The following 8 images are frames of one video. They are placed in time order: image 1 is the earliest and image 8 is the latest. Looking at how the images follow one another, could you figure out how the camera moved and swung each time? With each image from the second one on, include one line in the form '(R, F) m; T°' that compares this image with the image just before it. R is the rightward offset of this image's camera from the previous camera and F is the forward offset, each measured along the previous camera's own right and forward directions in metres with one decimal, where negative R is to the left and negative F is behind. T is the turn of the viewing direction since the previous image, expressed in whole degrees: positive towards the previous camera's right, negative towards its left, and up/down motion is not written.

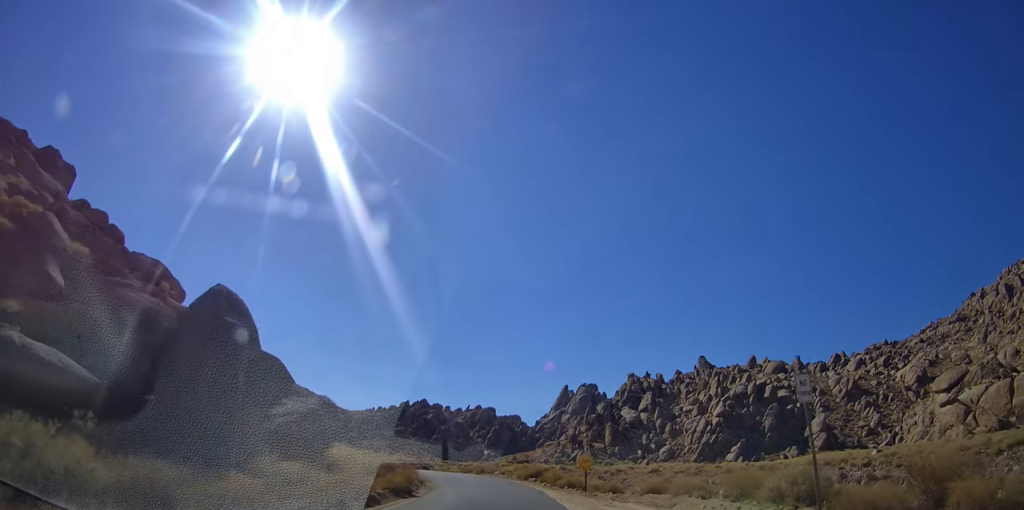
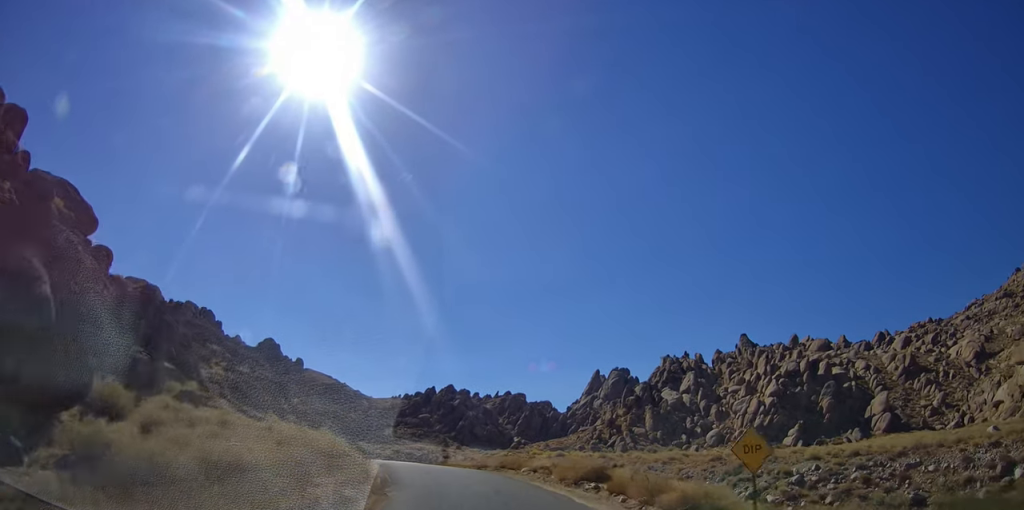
(+0.3, +15.3) m; +2°
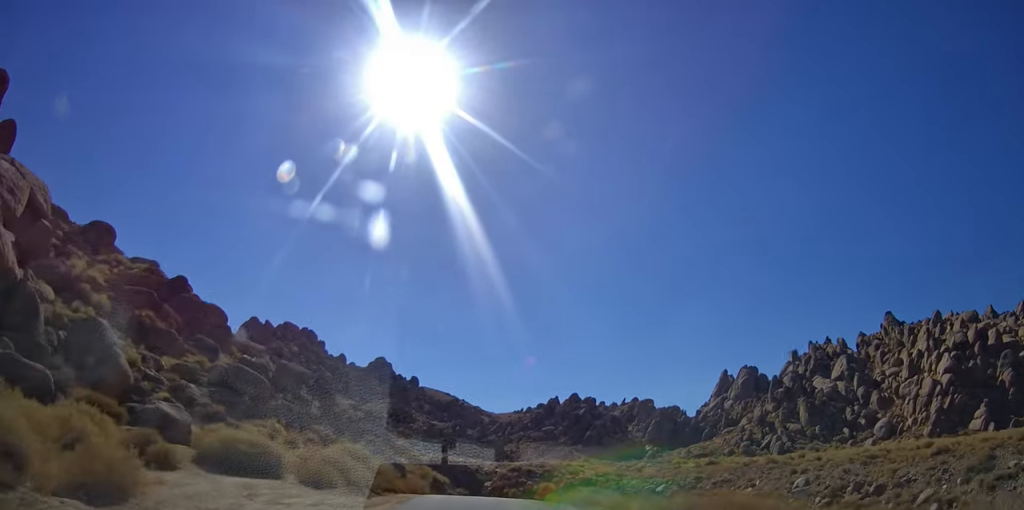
(-0.9, +22.3) m; -7°
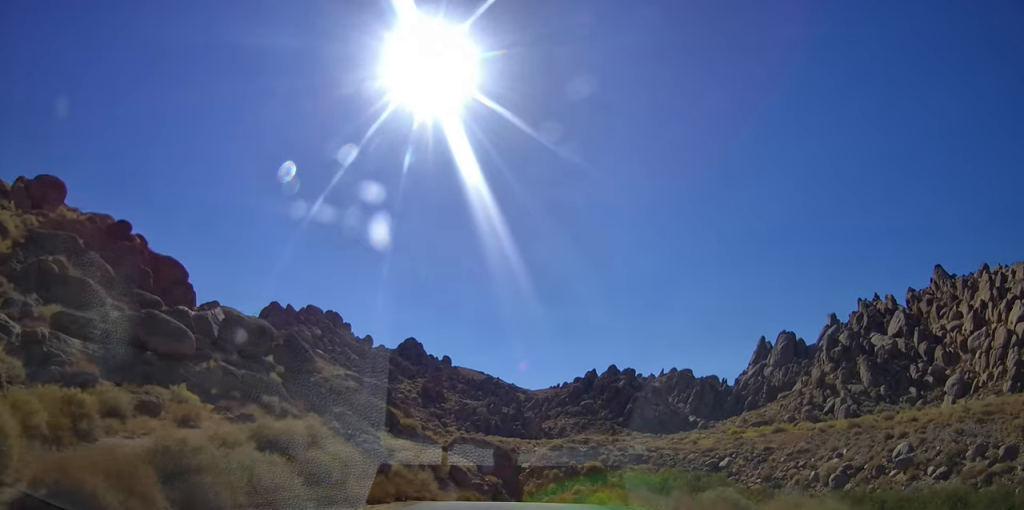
(-0.8, +13.0) m; -6°
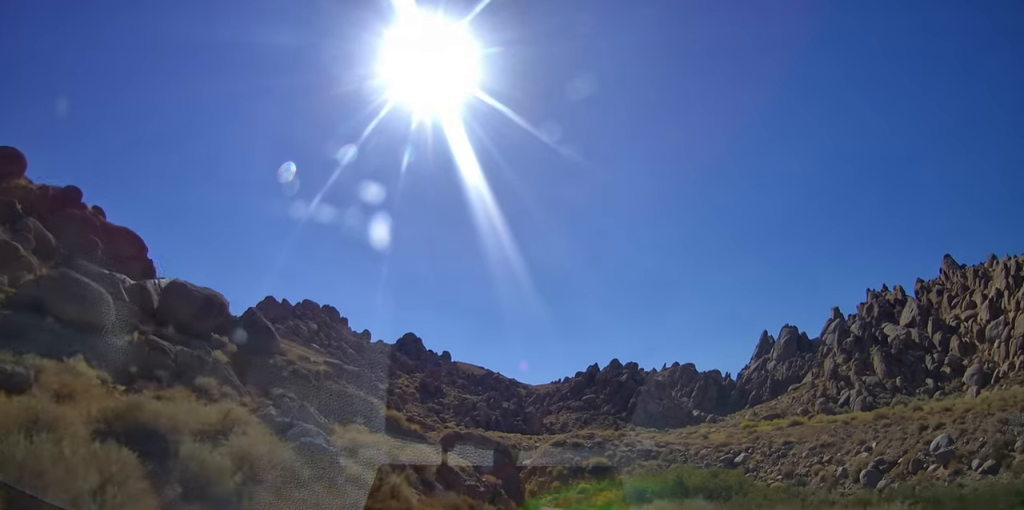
(-0.1, +6.1) m; -2°
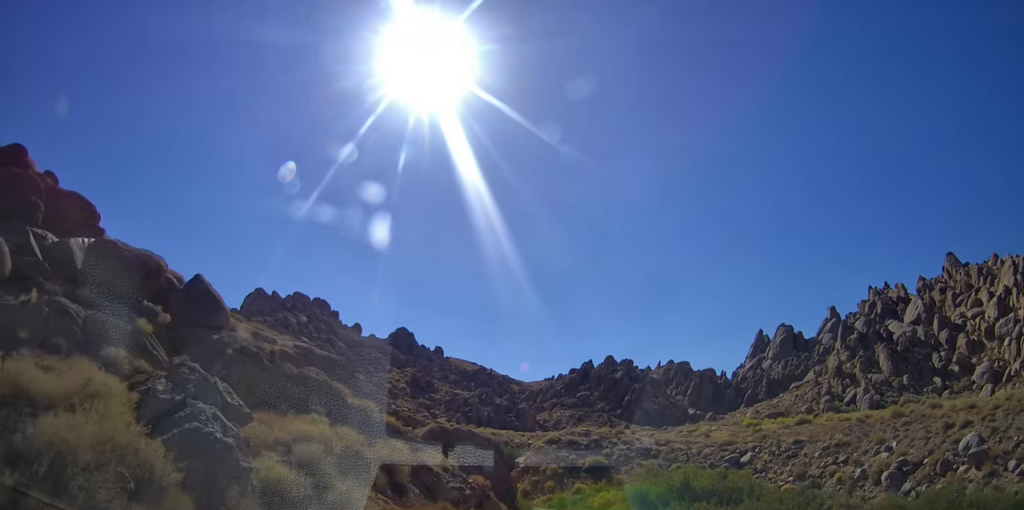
(-0.1, +5.5) m; +1°
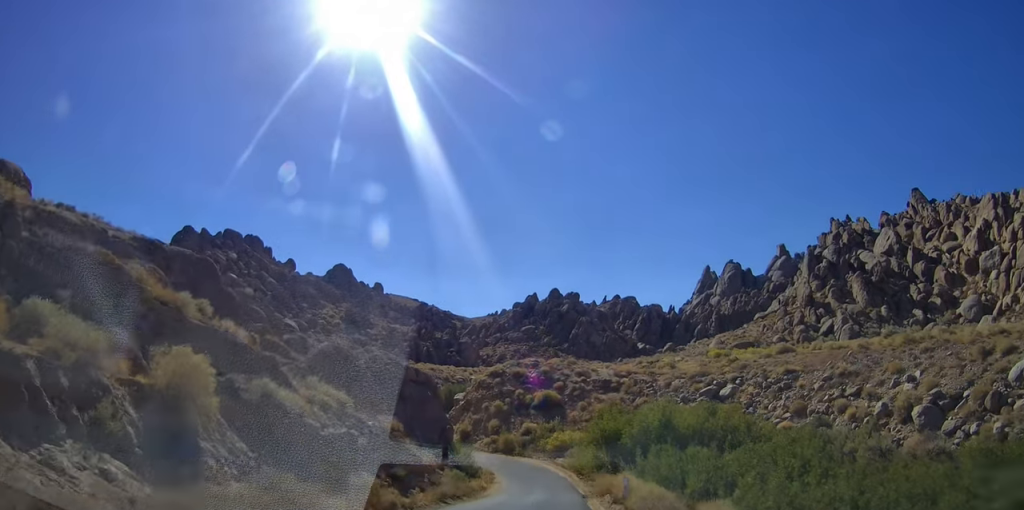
(+0.3, +14.1) m; +1°
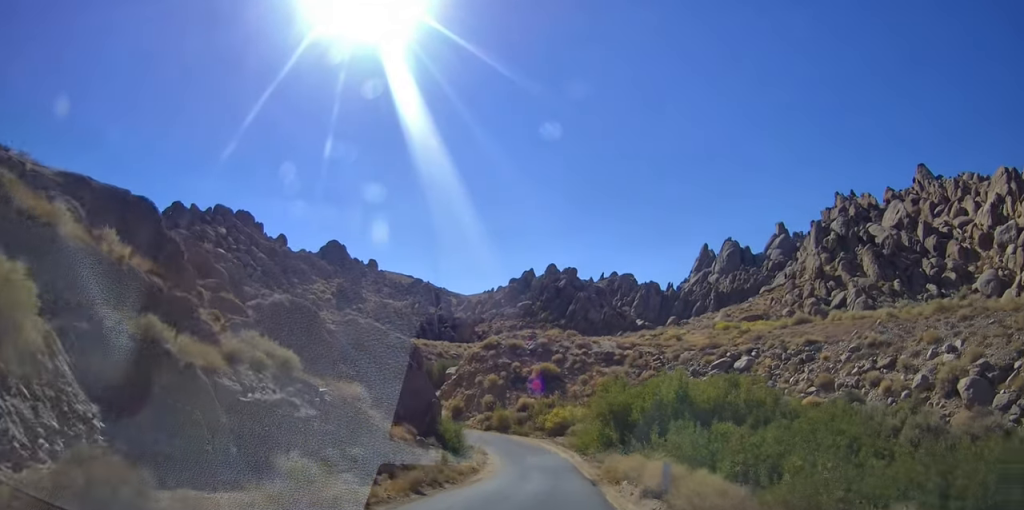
(0.0, +5.6) m; +1°
